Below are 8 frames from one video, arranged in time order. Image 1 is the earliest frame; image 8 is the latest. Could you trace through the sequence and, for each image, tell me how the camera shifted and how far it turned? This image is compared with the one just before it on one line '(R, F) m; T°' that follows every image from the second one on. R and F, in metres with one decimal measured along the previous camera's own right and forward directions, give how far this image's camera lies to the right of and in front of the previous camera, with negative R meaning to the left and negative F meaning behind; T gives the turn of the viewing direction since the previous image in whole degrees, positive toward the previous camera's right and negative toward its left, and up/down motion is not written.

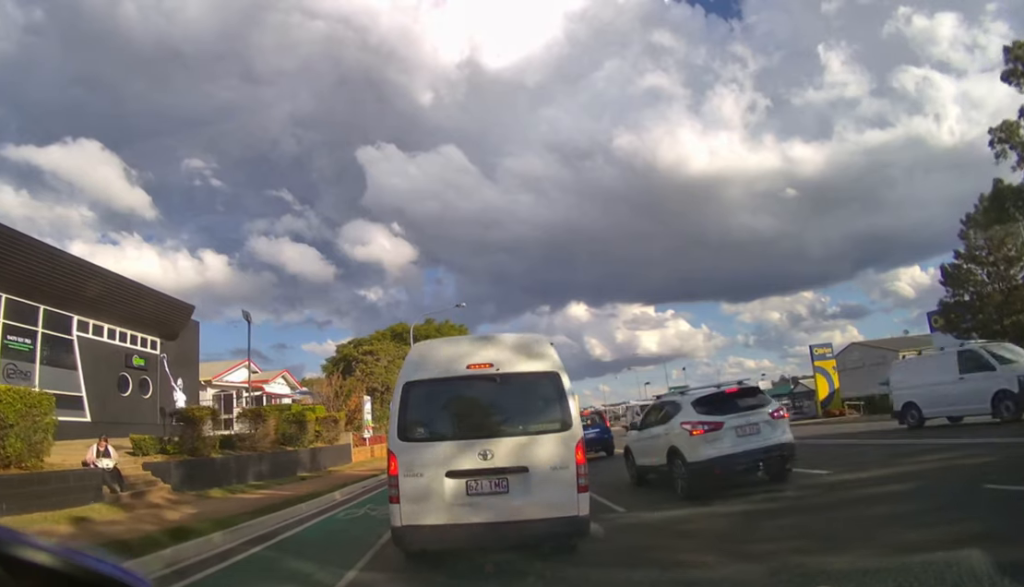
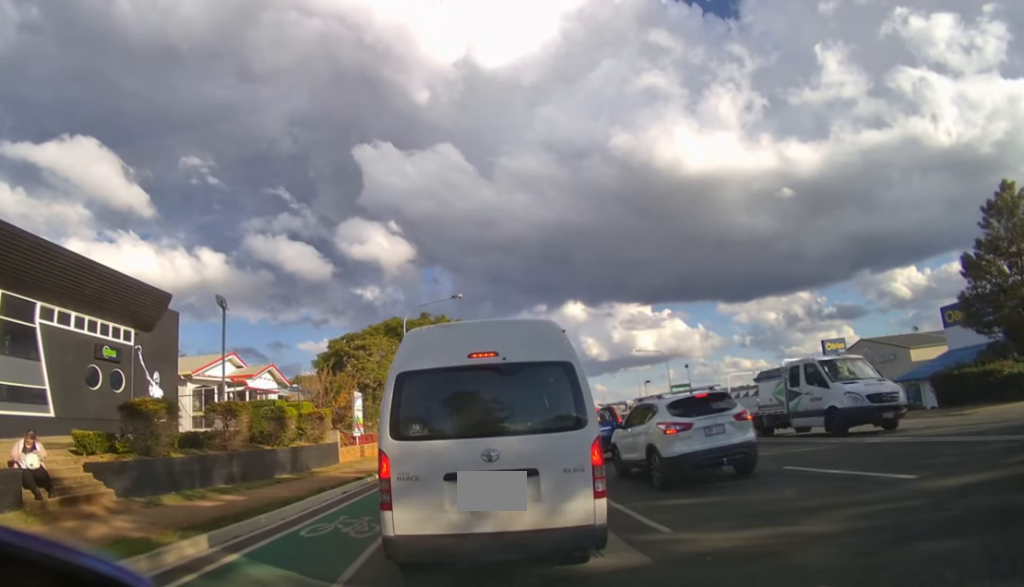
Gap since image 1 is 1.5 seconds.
(+0.2, +1.4) m; 0°
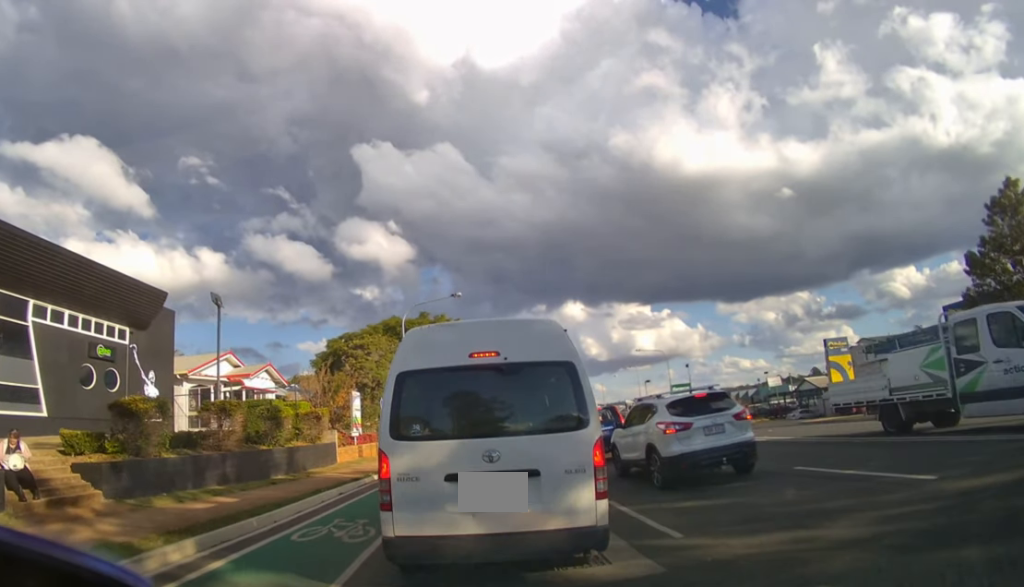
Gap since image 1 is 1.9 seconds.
(+0.1, +0.3) m; 0°
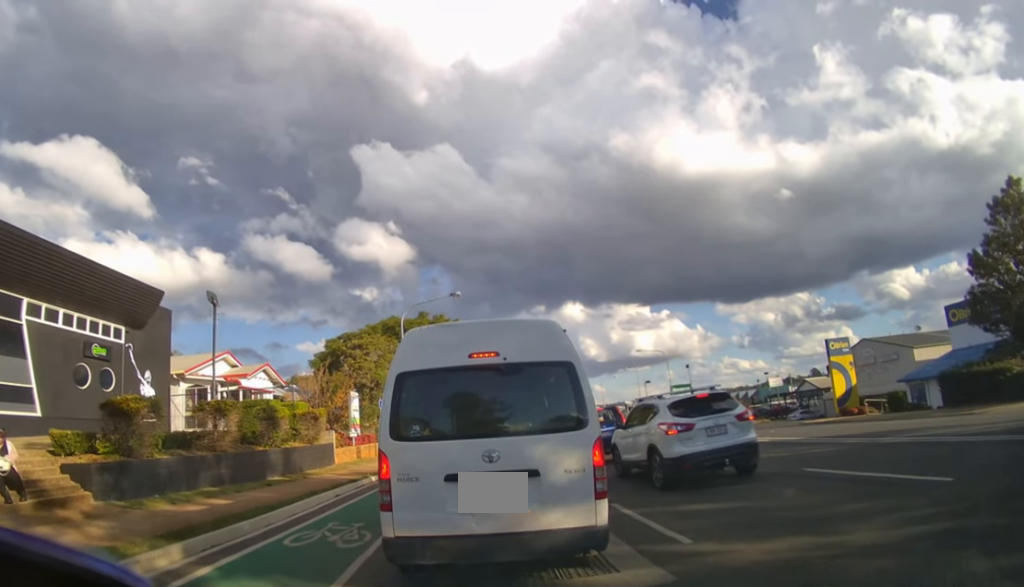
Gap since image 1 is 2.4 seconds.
(+0.1, +0.3) m; 0°
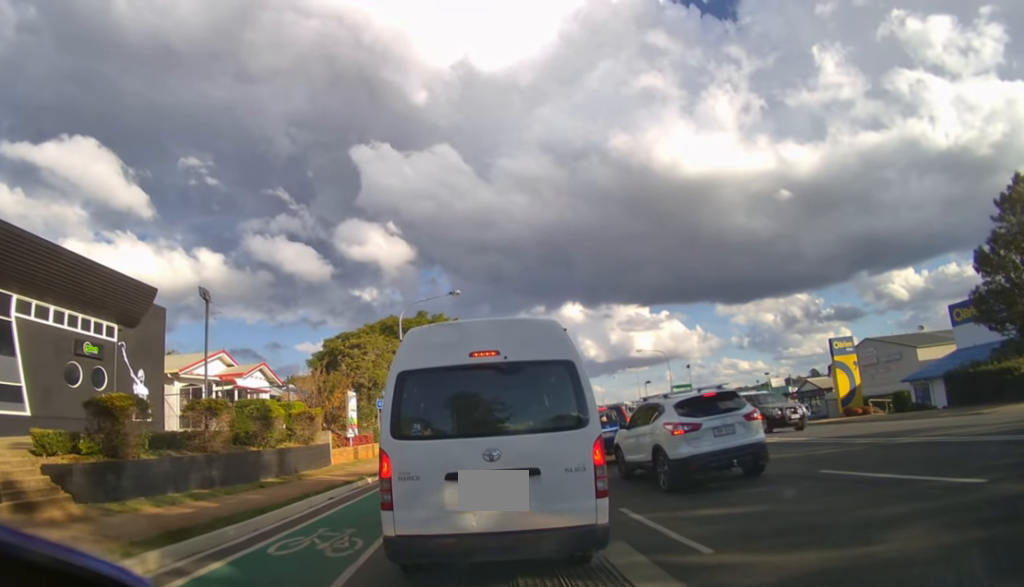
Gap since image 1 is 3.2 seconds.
(0.0, +0.3) m; 0°
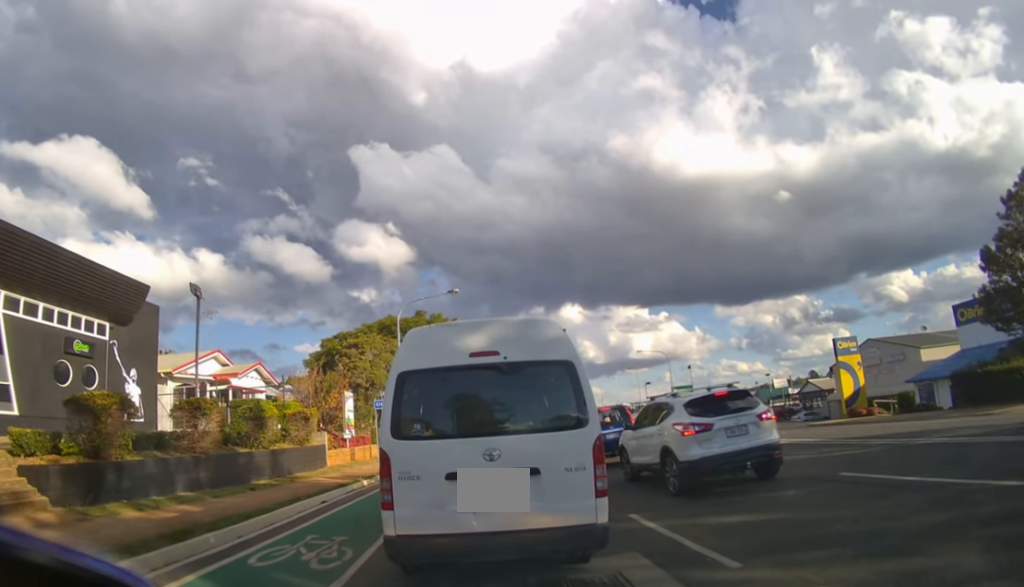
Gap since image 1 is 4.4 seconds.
(+0.2, +0.3) m; 0°
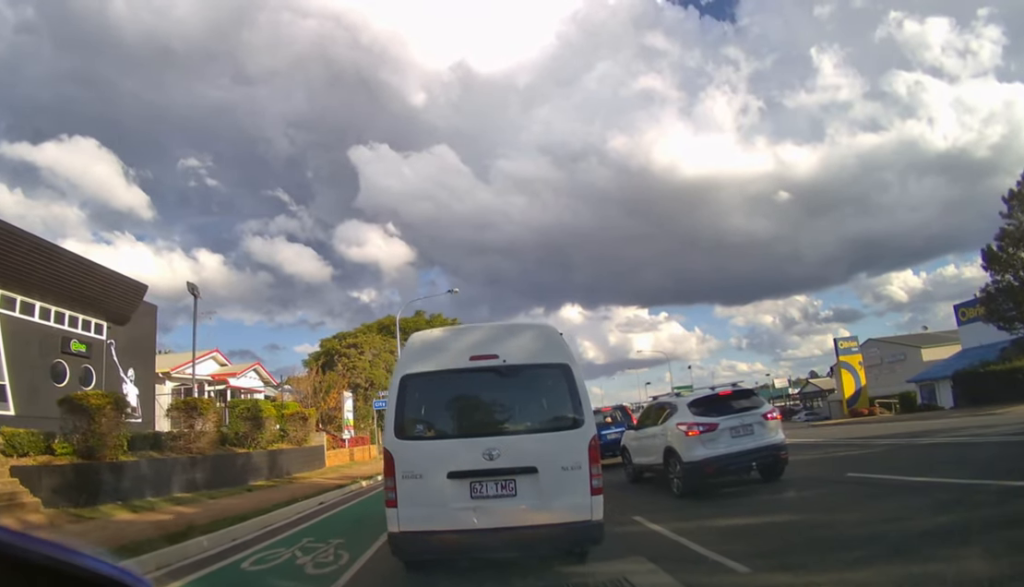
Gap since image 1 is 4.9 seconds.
(+0.1, +0.1) m; 0°
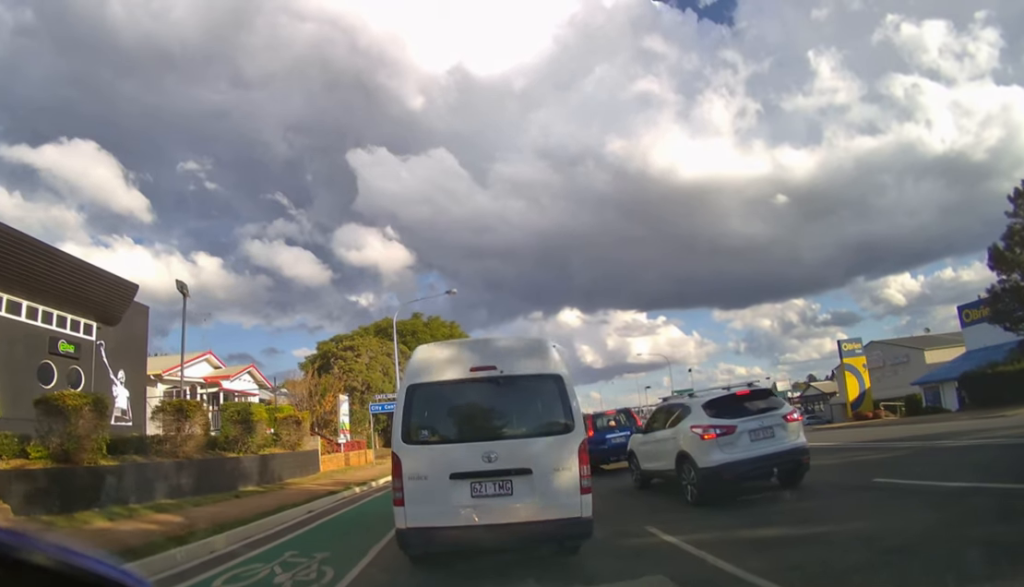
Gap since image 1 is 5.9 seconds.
(+0.1, +0.3) m; 0°
